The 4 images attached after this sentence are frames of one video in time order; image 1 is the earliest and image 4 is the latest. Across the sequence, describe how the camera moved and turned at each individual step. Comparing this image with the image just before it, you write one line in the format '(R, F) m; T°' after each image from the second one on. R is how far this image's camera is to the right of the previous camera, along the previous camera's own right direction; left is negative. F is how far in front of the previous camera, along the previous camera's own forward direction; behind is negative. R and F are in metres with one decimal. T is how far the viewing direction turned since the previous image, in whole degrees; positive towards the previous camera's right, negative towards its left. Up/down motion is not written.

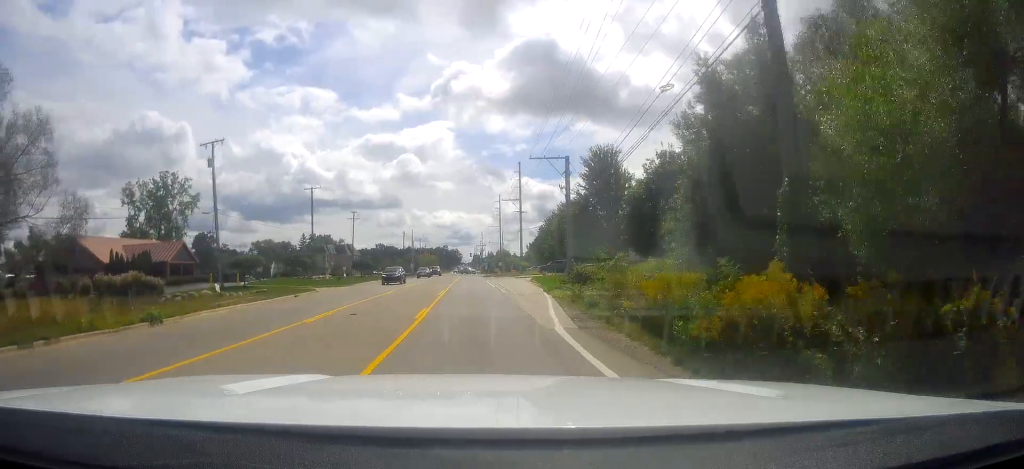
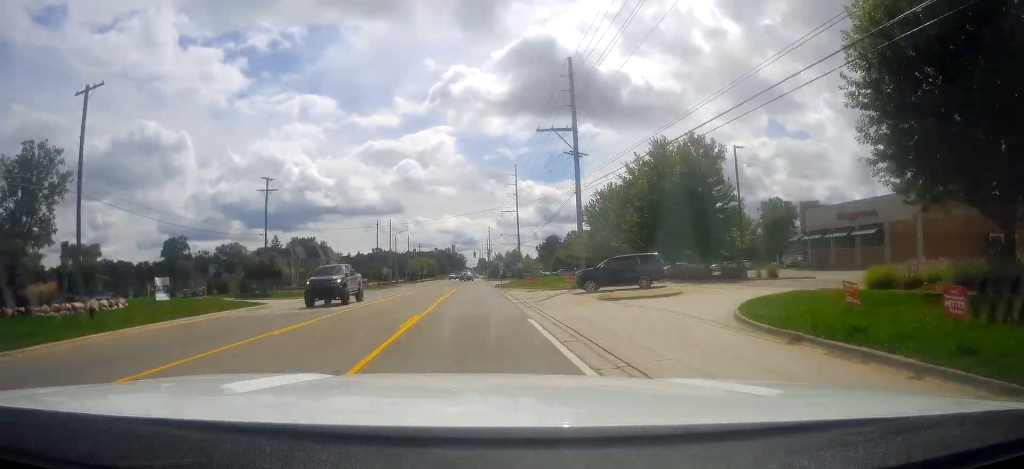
(+0.5, +48.8) m; +1°
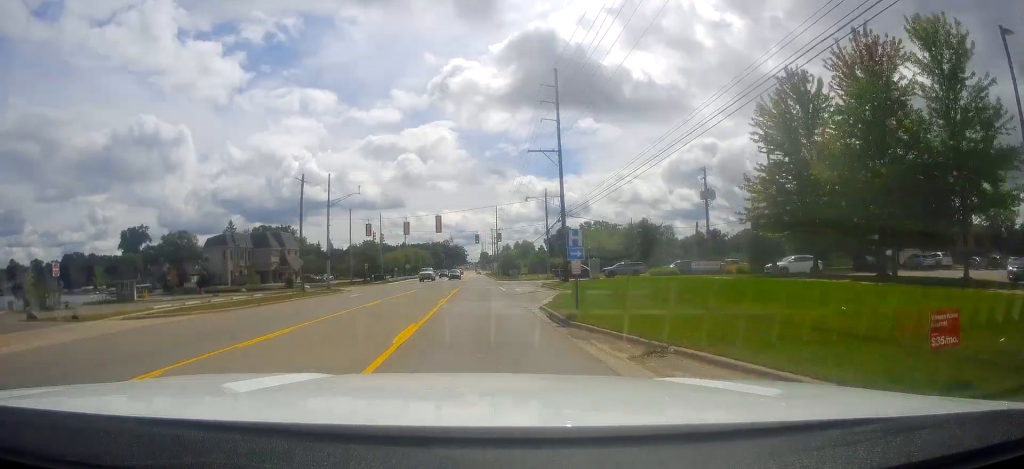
(-0.3, +49.2) m; 0°
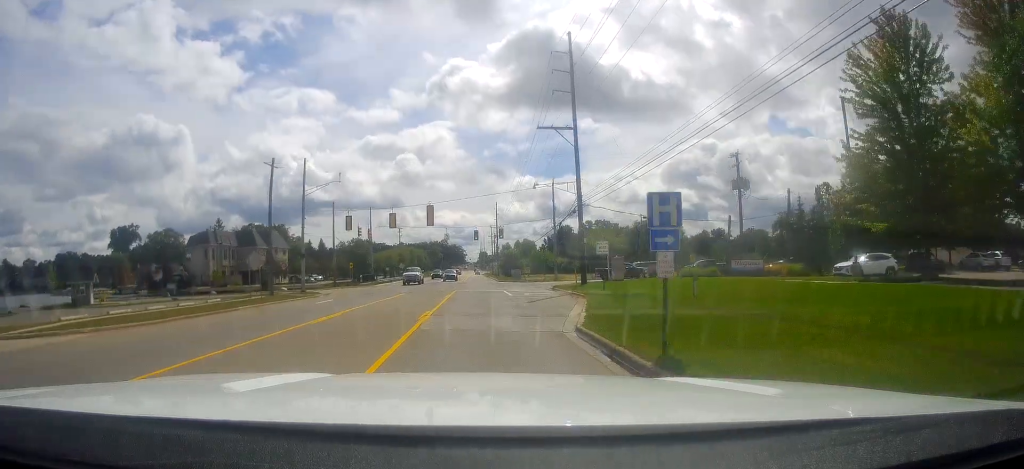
(-0.4, +9.0) m; 0°
